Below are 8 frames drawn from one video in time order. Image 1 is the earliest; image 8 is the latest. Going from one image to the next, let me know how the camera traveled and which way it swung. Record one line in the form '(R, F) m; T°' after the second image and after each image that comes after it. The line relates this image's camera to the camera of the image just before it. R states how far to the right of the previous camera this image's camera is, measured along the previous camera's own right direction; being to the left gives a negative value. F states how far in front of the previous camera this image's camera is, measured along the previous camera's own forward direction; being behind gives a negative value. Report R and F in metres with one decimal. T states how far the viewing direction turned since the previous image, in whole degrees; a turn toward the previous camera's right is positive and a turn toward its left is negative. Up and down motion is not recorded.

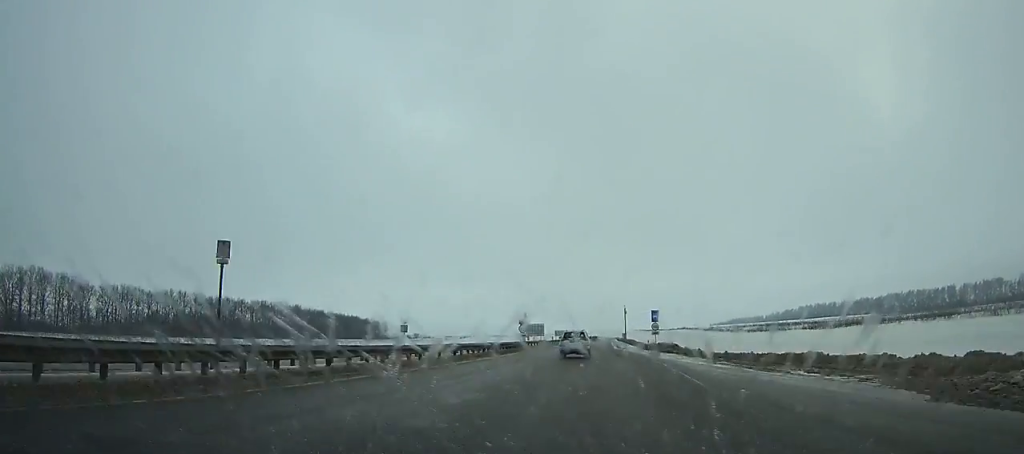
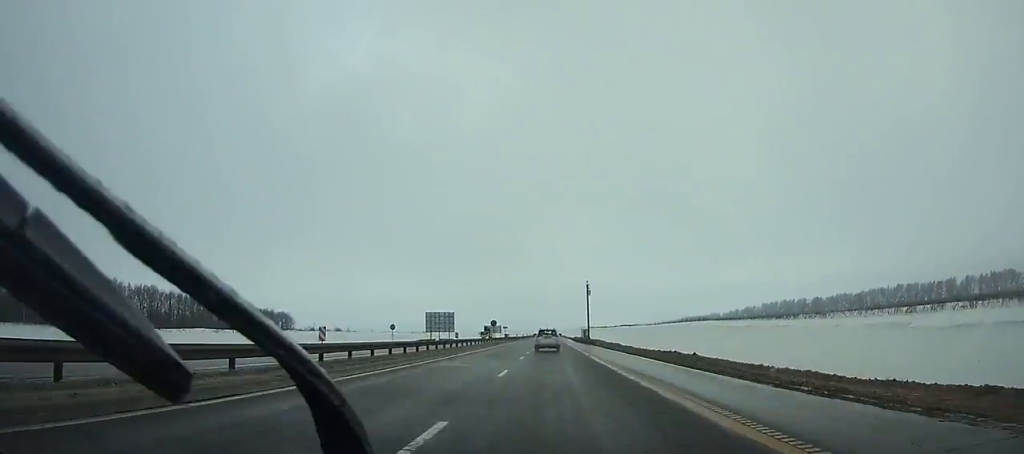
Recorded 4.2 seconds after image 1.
(+3.6, +82.3) m; +3°
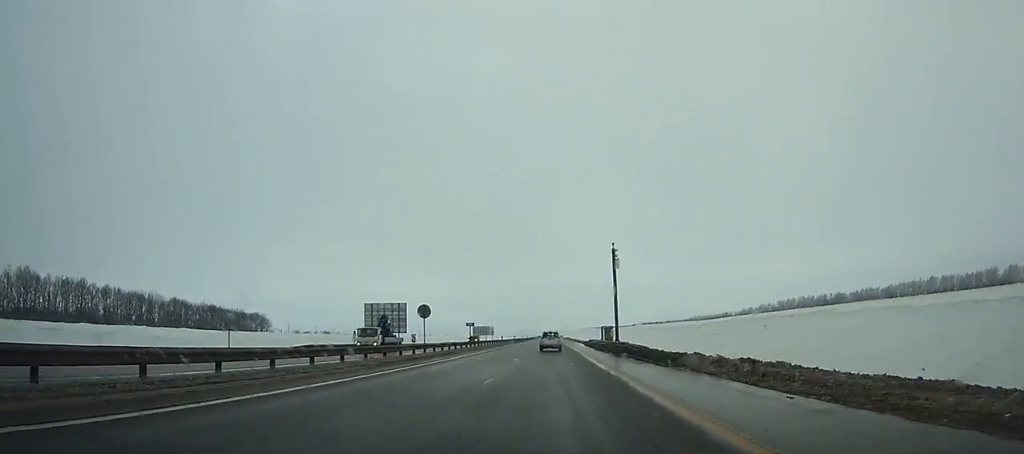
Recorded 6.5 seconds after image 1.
(+0.2, +47.4) m; 0°
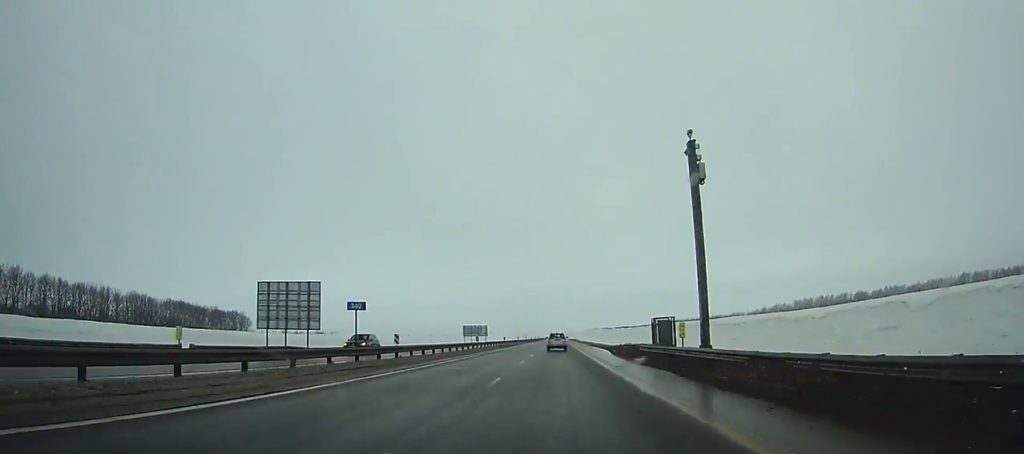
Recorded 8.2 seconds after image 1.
(-0.2, +36.4) m; 0°
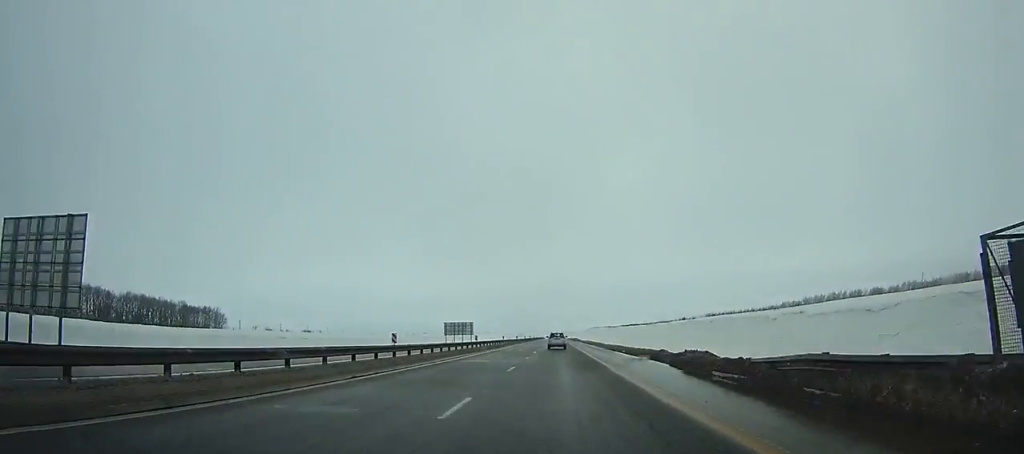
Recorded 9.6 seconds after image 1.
(-0.1, +30.1) m; 0°
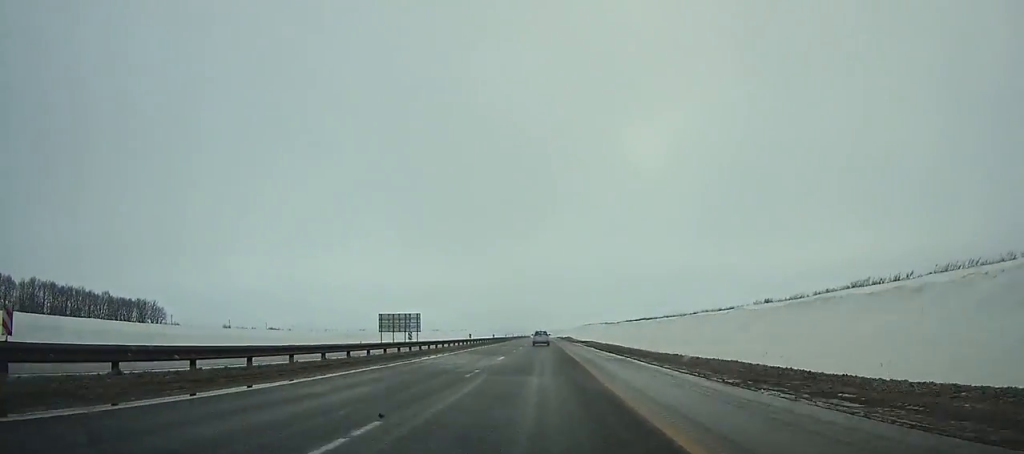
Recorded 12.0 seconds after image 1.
(+0.5, +52.9) m; 0°
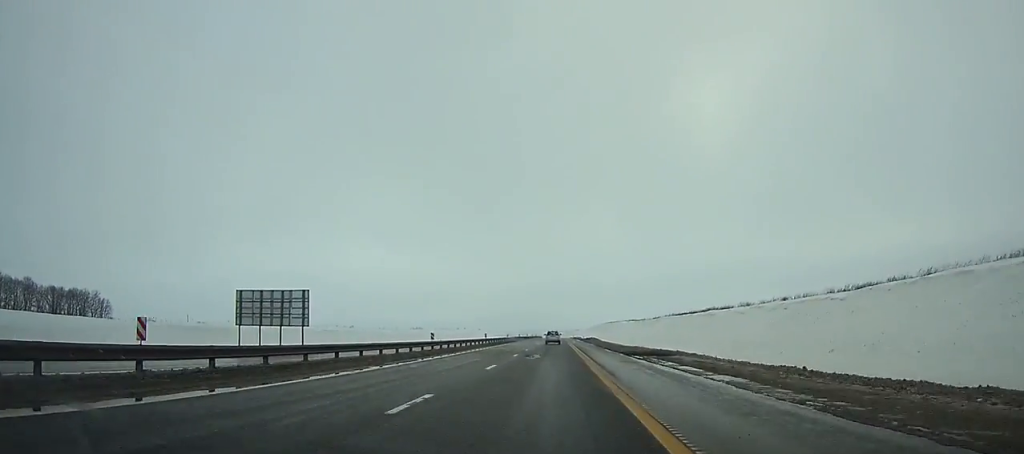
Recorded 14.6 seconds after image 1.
(-0.4, +58.4) m; 0°
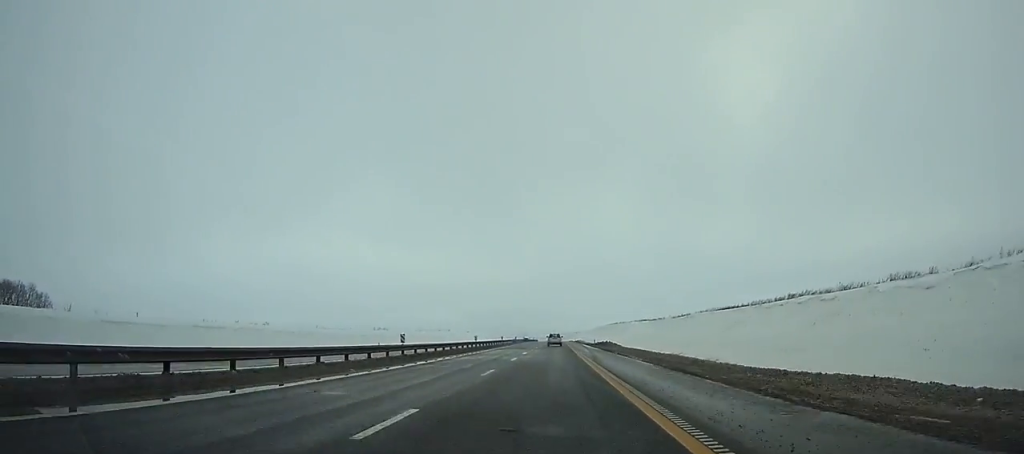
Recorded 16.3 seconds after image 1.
(-0.1, +38.9) m; 0°
